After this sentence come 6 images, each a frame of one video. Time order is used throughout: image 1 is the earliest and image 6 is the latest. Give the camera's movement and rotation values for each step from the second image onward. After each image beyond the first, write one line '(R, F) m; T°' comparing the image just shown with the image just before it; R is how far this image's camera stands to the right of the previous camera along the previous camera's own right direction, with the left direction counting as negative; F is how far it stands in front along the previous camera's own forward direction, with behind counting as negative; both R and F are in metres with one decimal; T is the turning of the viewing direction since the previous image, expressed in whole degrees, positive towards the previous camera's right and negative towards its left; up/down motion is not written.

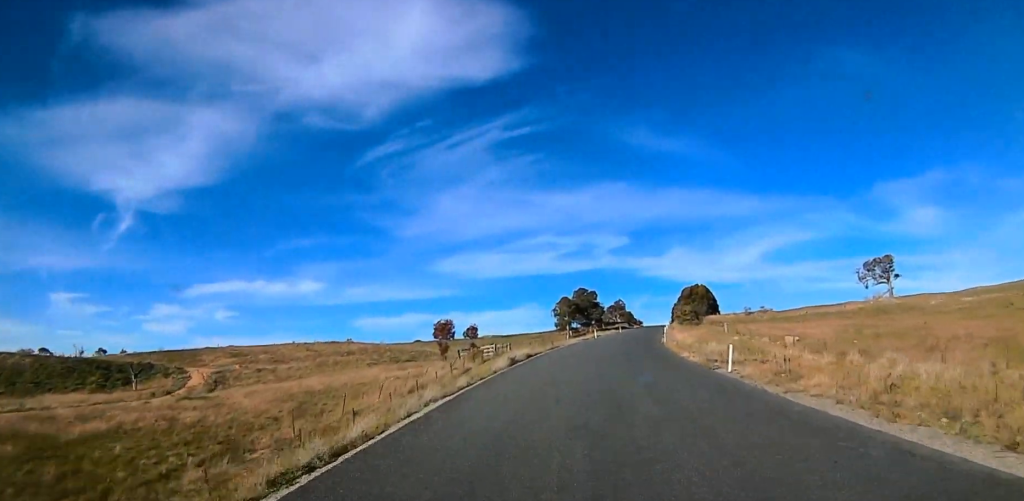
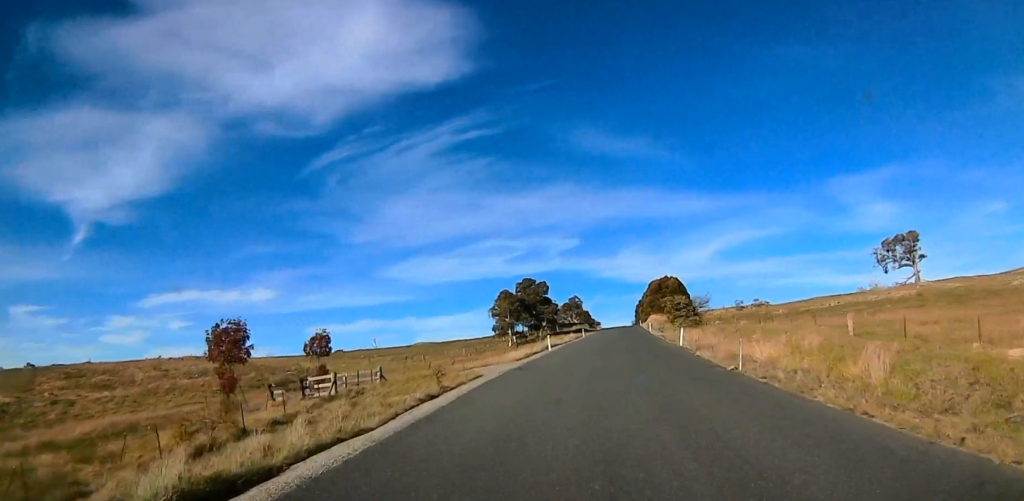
(+1.0, +33.1) m; +3°
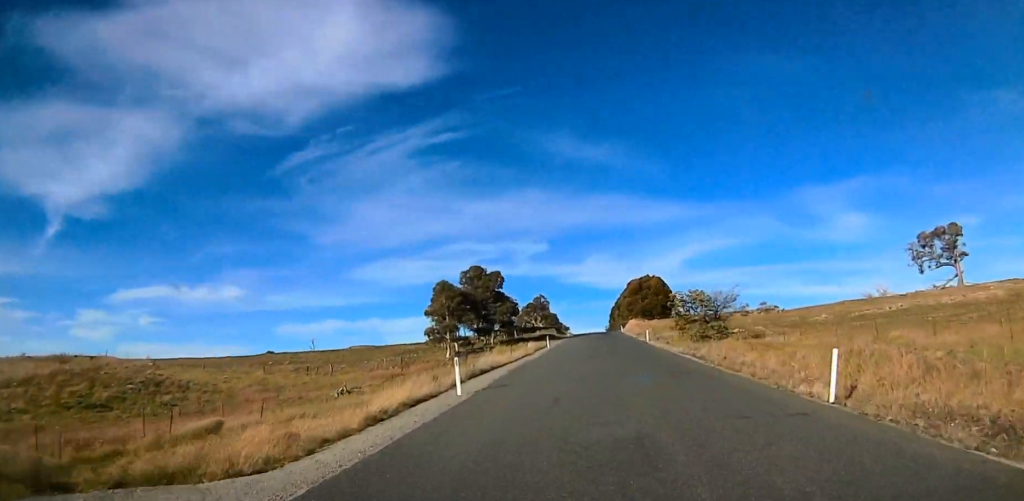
(+0.3, +25.0) m; +2°
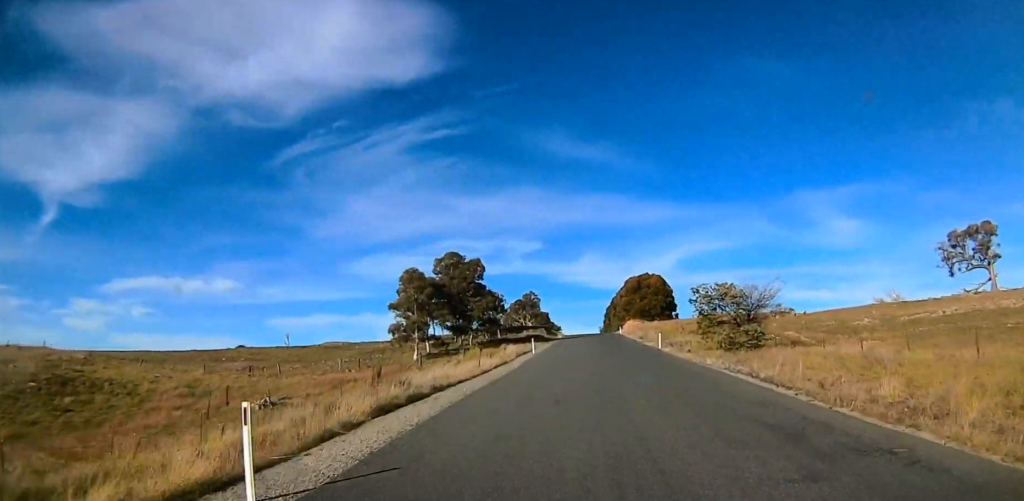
(+0.3, +11.3) m; +1°
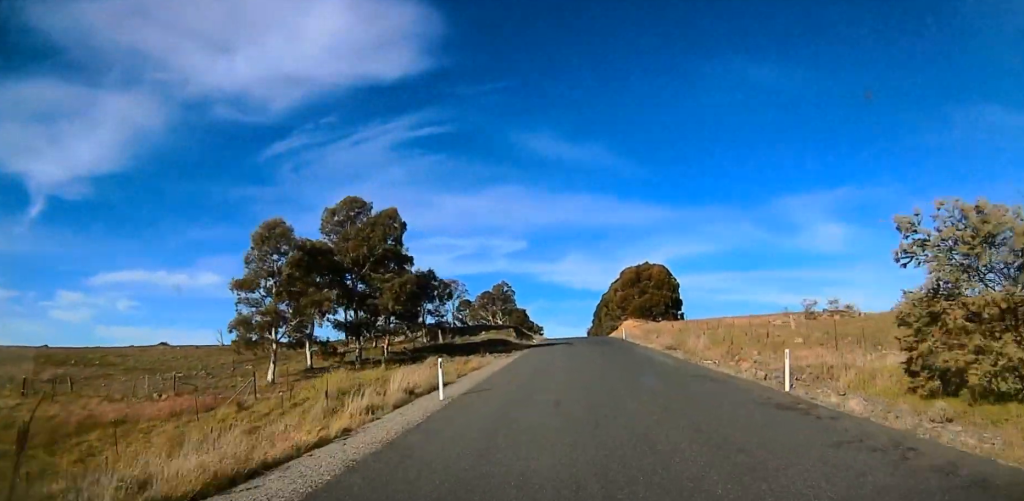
(+0.5, +26.5) m; +1°
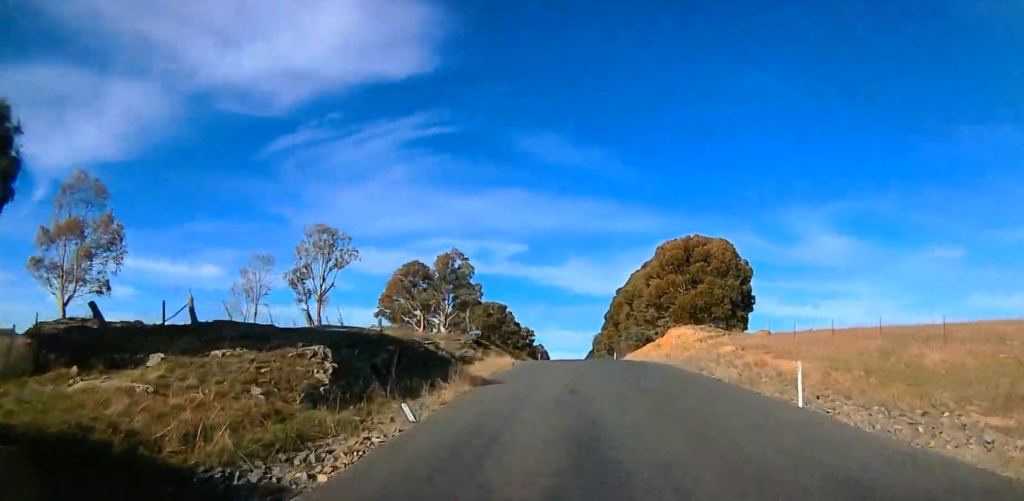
(+2.7, +41.6) m; +2°
